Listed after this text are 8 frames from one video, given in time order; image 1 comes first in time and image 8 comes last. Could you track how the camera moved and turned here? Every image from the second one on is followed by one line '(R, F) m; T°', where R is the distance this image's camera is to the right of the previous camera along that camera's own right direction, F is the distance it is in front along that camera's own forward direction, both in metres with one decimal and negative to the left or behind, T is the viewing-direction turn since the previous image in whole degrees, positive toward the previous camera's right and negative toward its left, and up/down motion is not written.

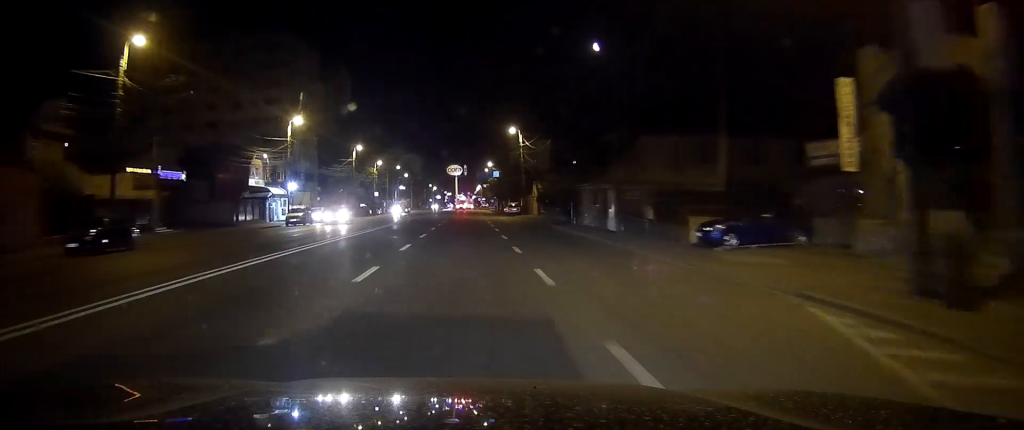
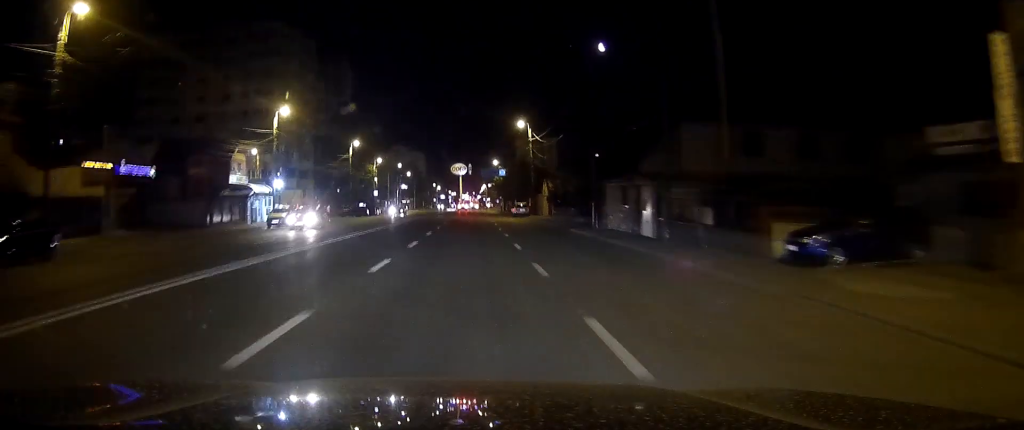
(0.0, +6.8) m; 0°
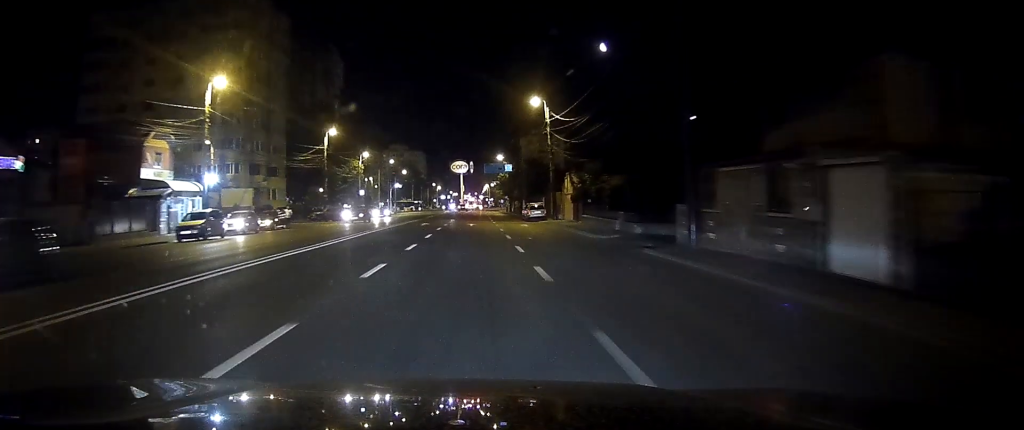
(+0.1, +17.6) m; 0°
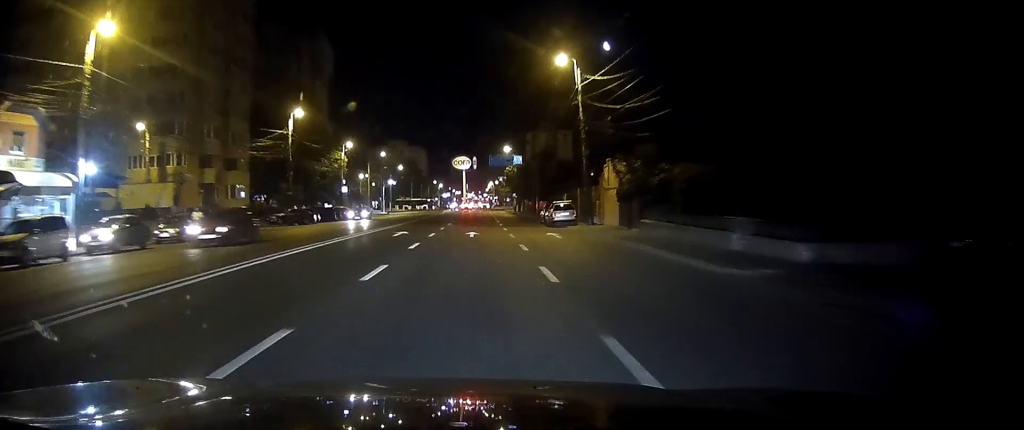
(-0.2, +16.6) m; -1°
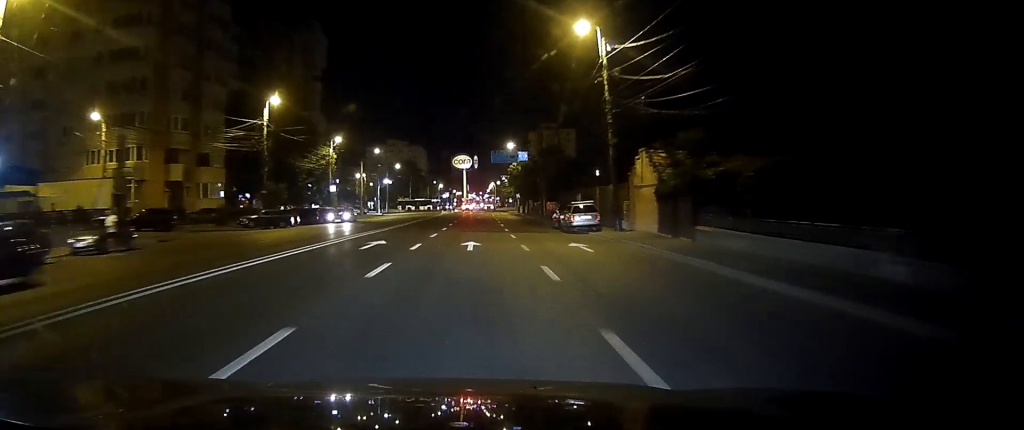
(-0.1, +8.2) m; 0°
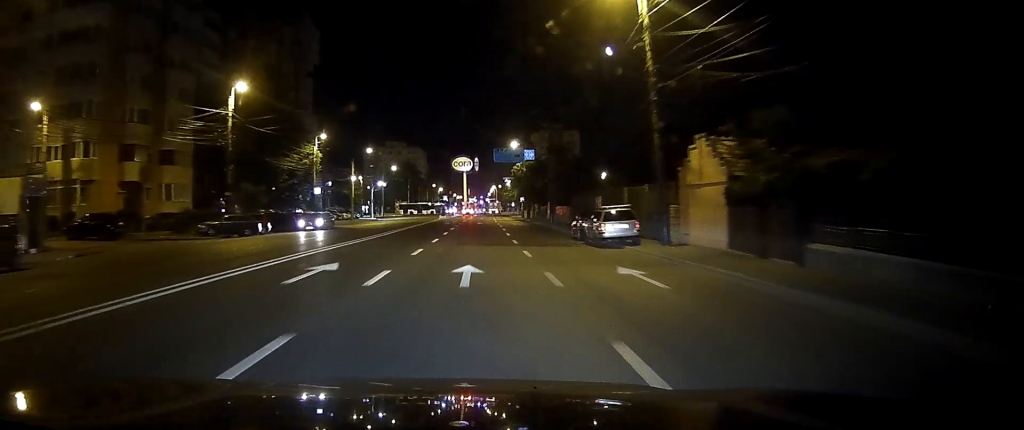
(0.0, +8.7) m; 0°
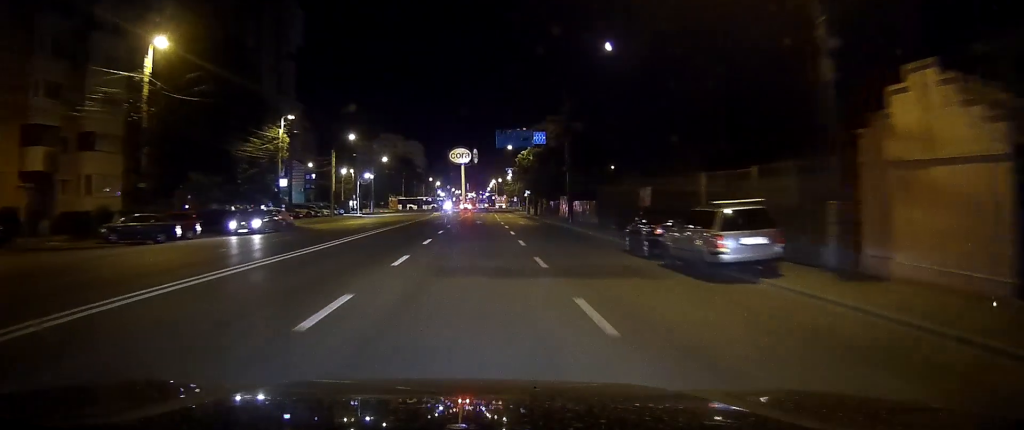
(+0.1, +13.4) m; 0°
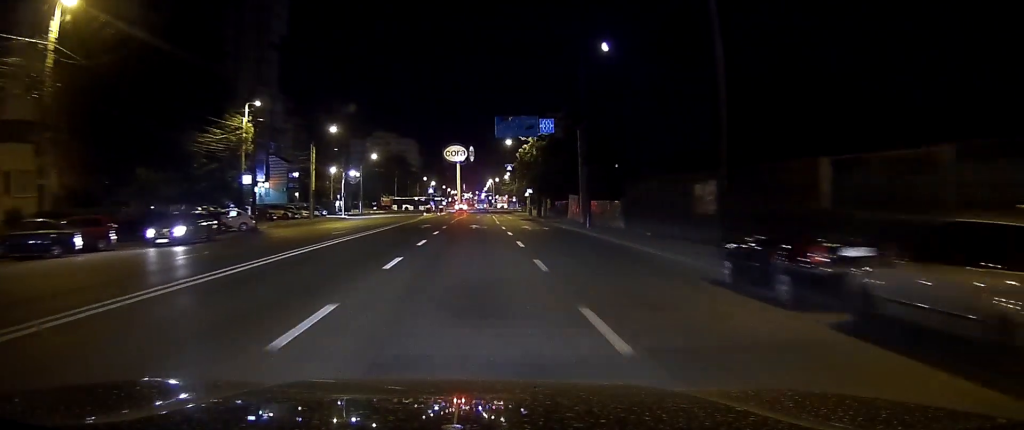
(0.0, +9.4) m; 0°
